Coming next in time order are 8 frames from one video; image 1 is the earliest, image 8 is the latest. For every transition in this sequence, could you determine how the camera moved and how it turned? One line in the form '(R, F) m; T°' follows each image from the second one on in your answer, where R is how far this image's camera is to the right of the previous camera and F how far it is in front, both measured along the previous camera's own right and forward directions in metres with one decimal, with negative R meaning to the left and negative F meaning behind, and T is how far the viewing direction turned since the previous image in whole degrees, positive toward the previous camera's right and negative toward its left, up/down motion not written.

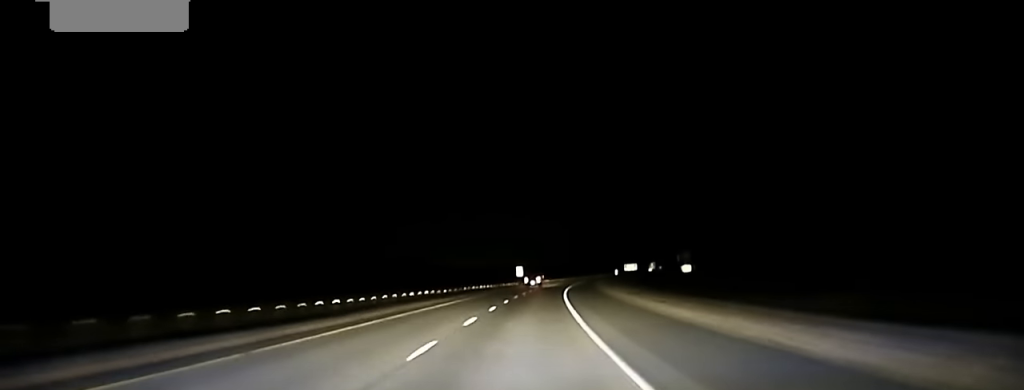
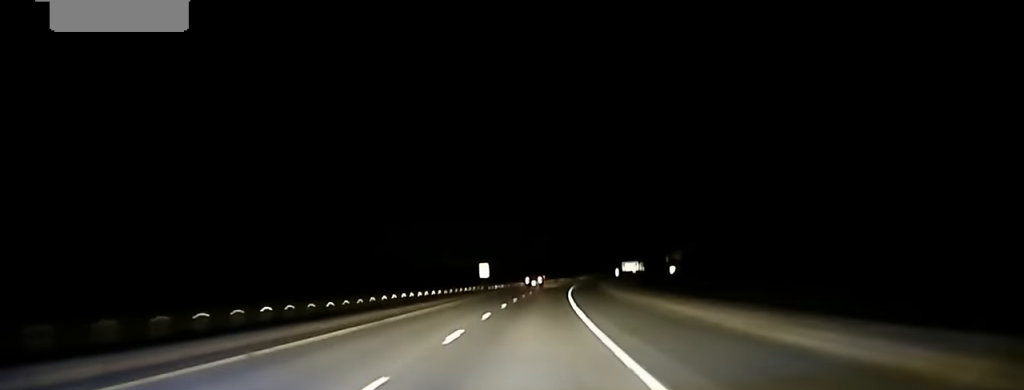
(+0.3, +50.1) m; +1°
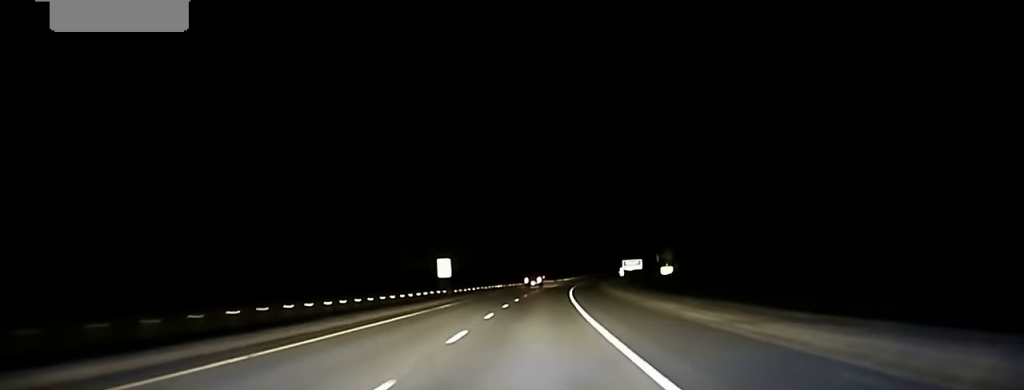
(+0.4, +35.7) m; +1°
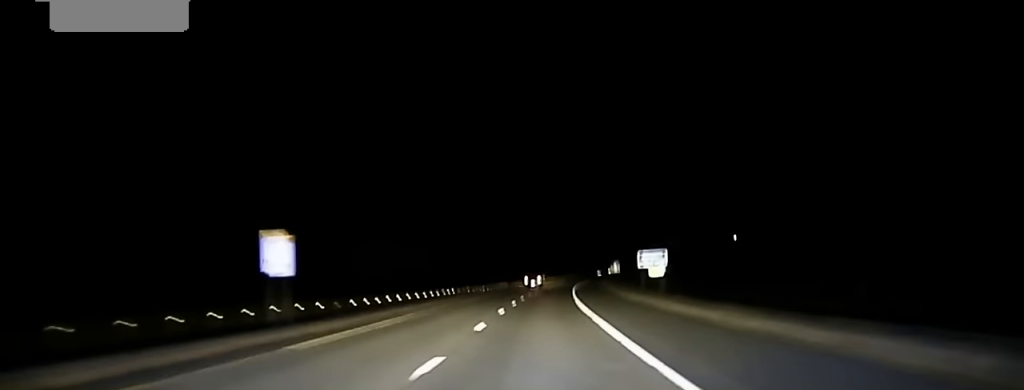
(+0.8, +51.5) m; +2°
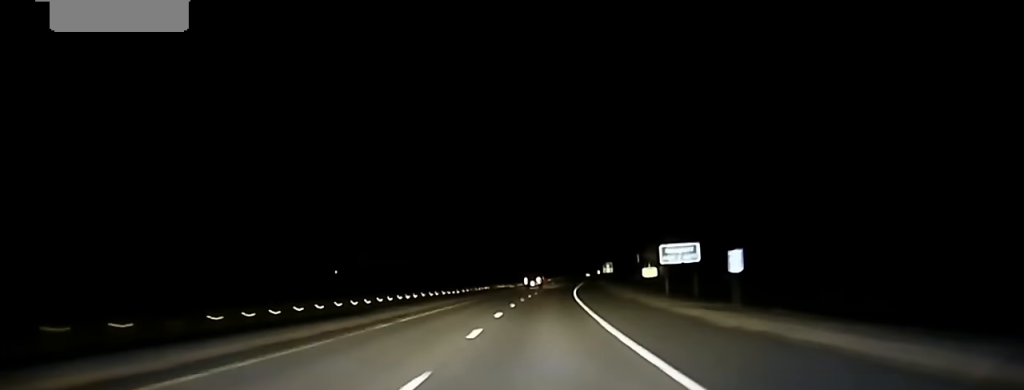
(+0.2, +26.1) m; +1°
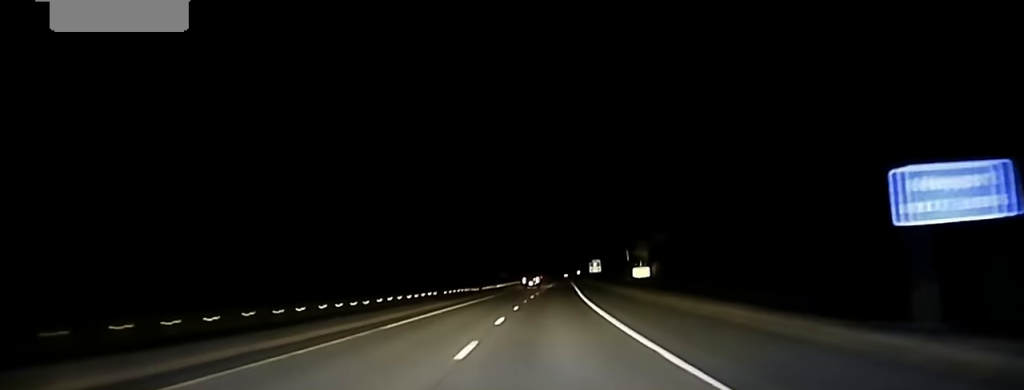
(+1.0, +51.0) m; +2°
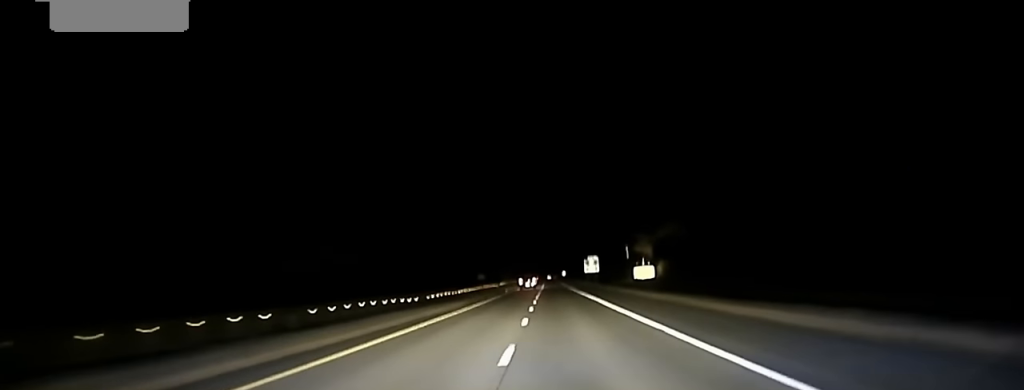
(+0.6, +63.1) m; +1°
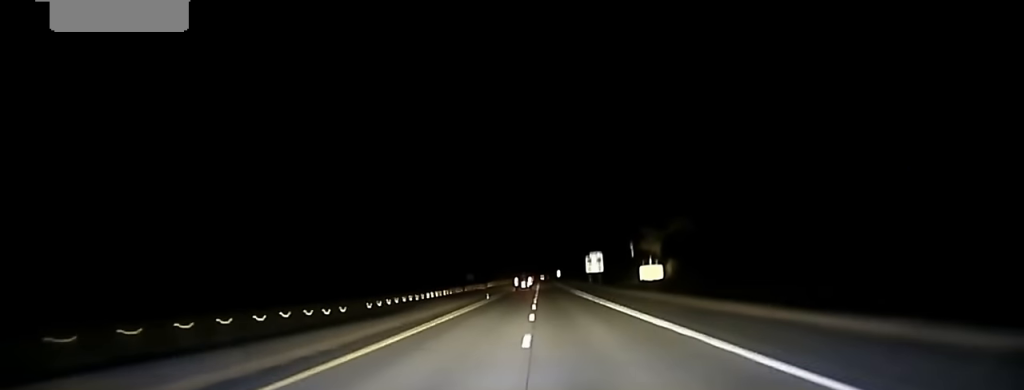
(0.0, +32.8) m; 0°
